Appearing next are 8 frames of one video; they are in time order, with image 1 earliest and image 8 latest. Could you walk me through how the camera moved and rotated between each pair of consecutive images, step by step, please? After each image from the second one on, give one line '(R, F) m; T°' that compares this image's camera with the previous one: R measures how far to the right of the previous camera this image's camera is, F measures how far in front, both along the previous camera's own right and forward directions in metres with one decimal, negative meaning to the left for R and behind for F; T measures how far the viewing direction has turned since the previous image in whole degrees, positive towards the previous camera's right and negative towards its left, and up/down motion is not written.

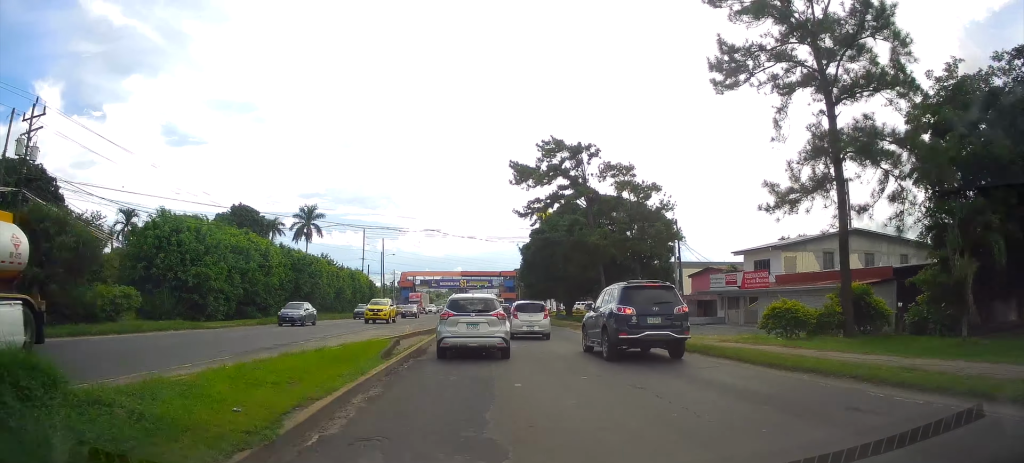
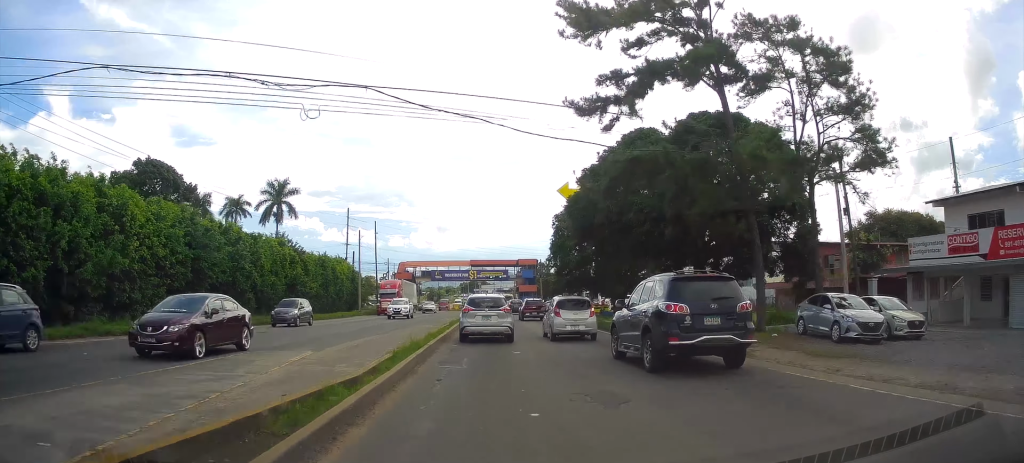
(-0.4, +24.2) m; -2°
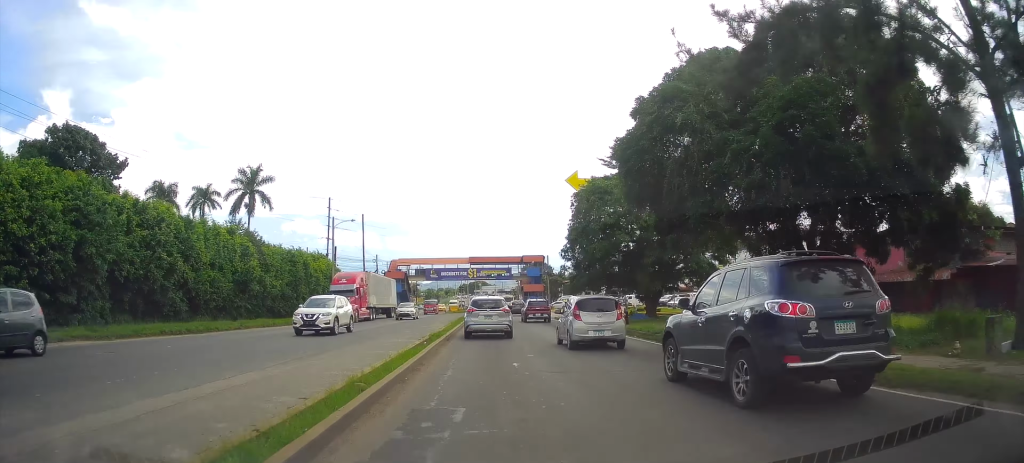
(-0.2, +11.3) m; 0°
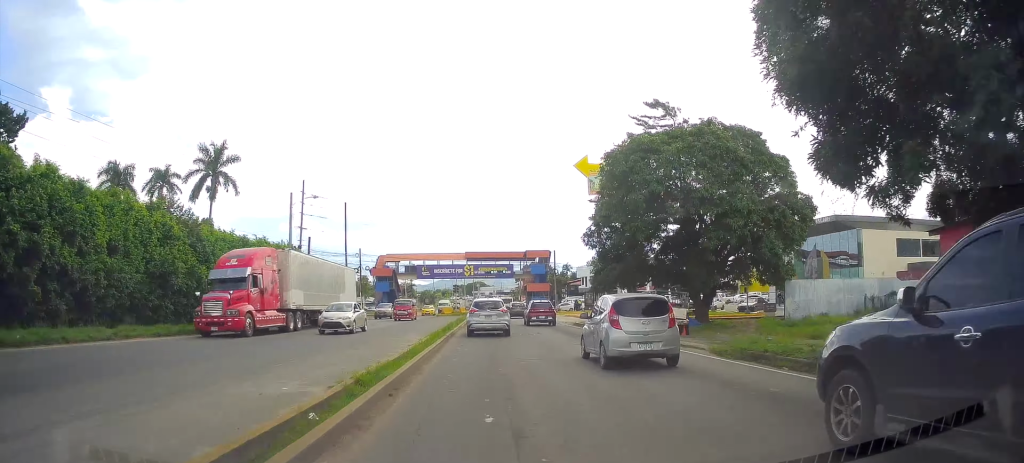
(0.0, +11.9) m; +1°
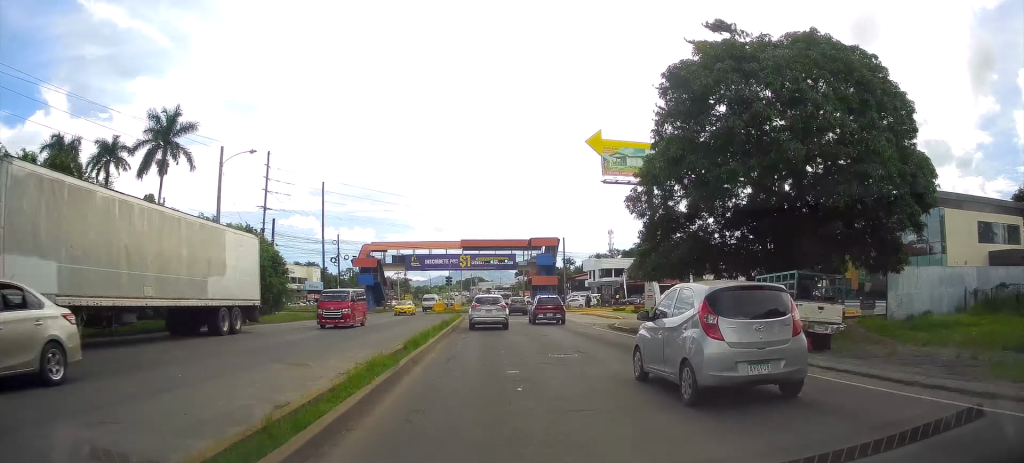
(-0.1, +11.3) m; +1°
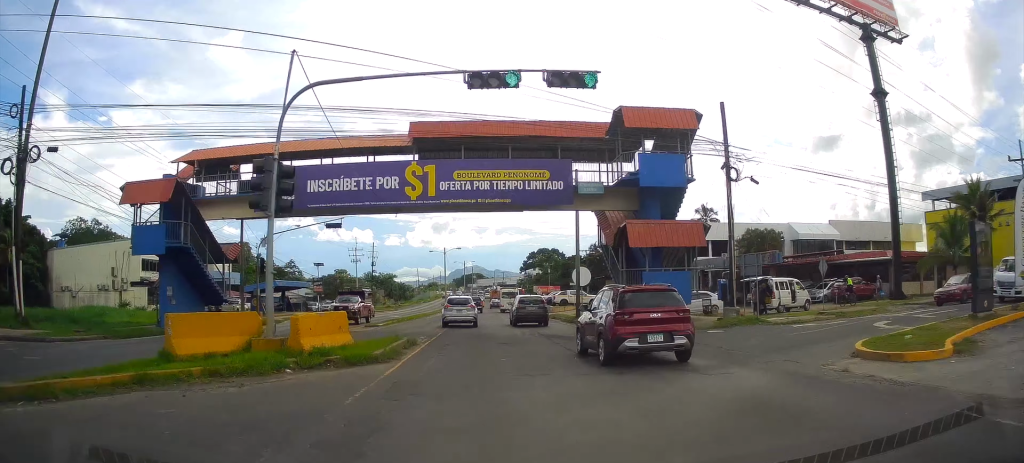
(+1.3, +53.2) m; +1°
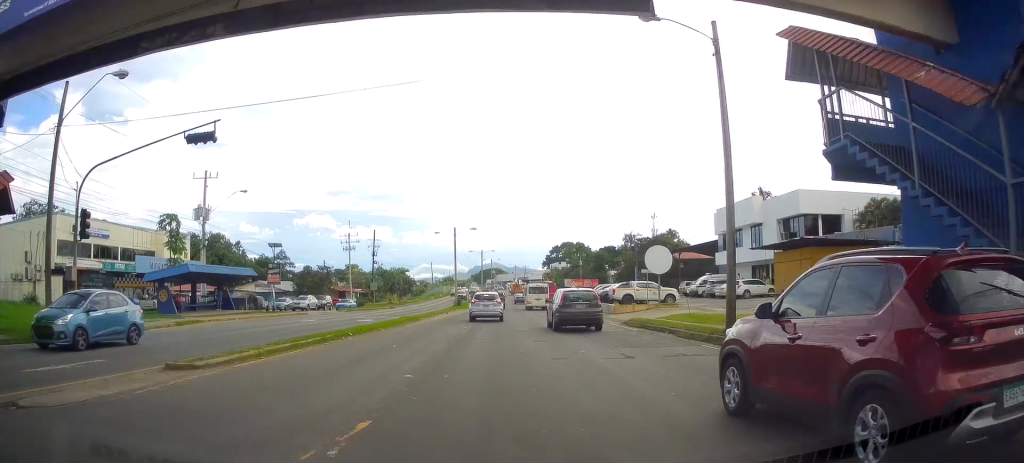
(-0.2, +21.1) m; -1°
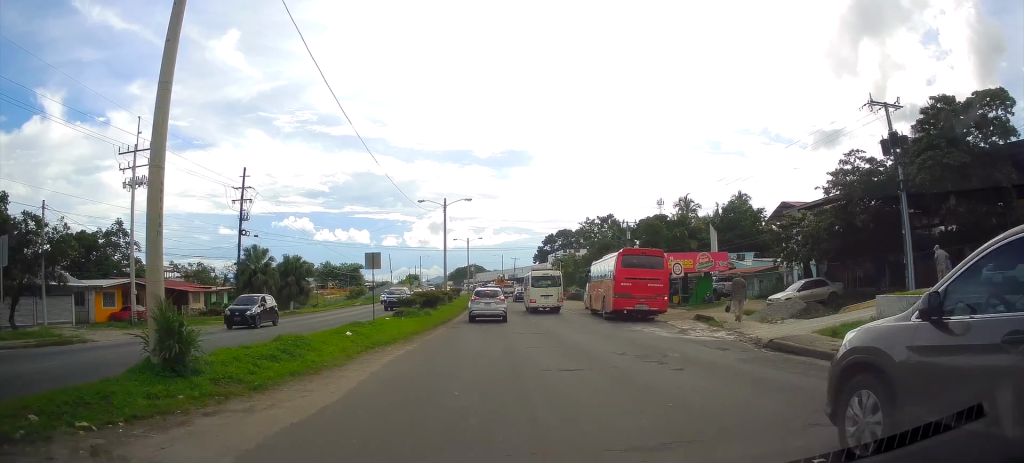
(0.0, +56.6) m; +1°
